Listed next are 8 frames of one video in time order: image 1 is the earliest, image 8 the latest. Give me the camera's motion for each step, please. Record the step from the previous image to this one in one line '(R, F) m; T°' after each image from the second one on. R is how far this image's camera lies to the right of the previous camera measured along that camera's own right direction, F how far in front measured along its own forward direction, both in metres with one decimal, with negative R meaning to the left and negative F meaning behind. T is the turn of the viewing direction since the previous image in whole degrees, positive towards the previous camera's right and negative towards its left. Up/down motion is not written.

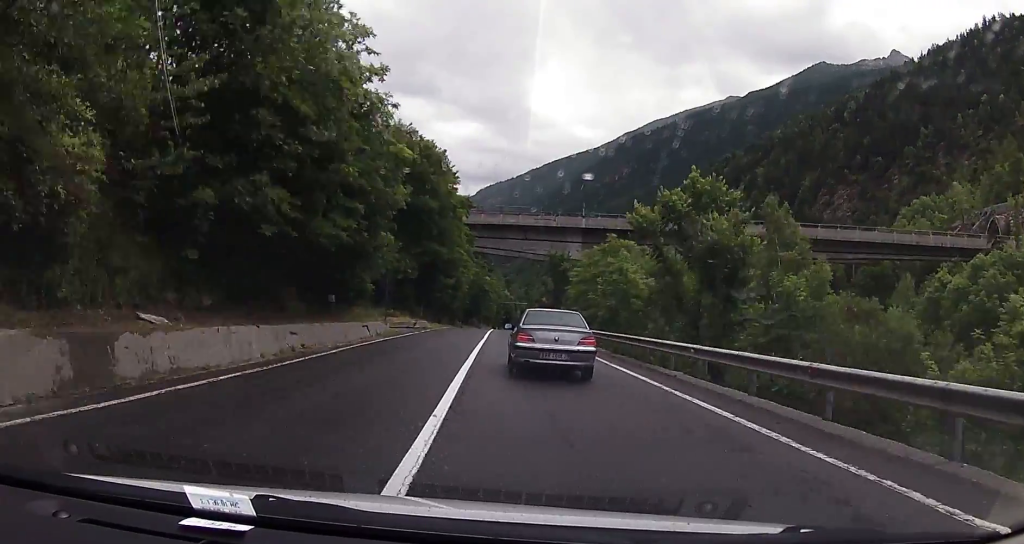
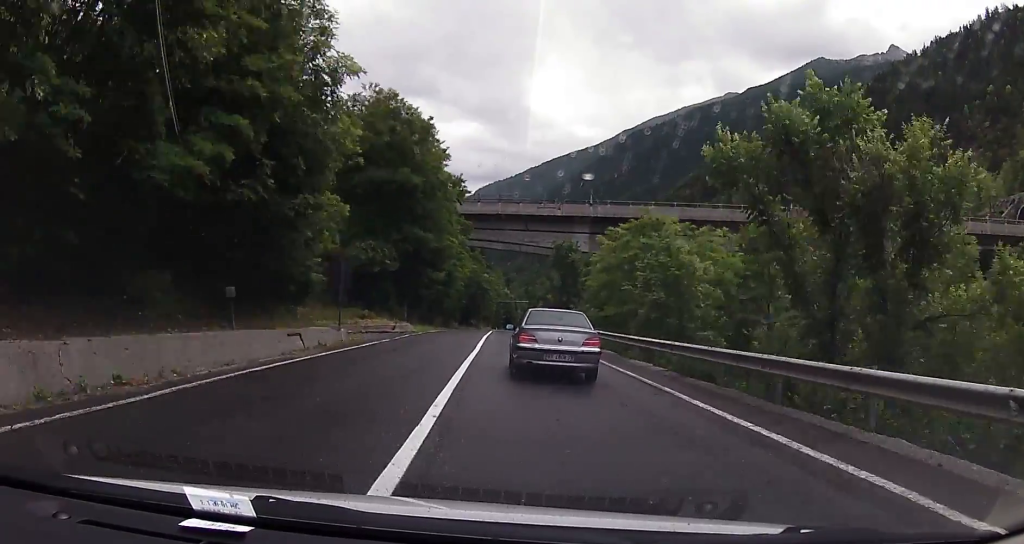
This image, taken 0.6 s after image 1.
(+0.2, +10.6) m; +1°
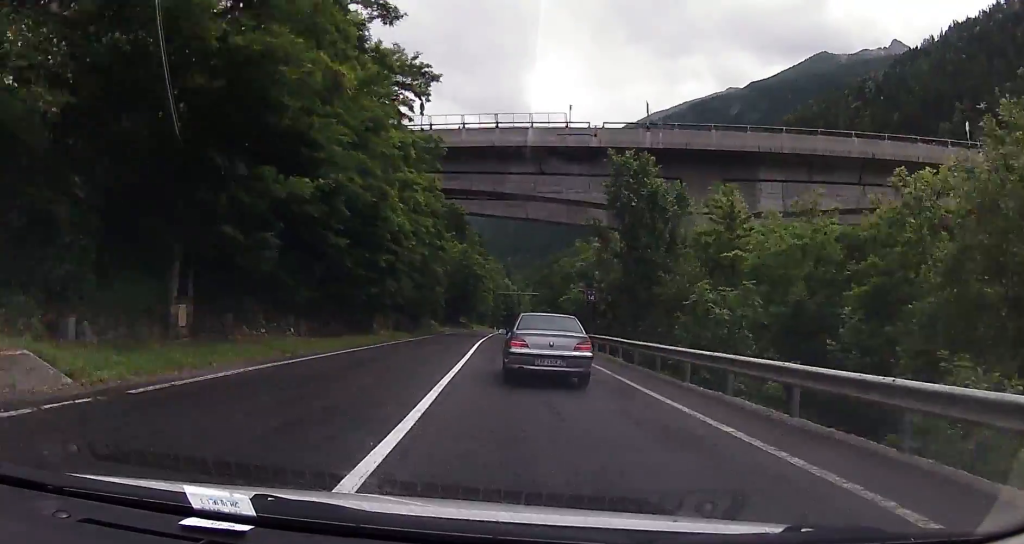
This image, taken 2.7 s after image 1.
(+0.2, +37.6) m; 0°
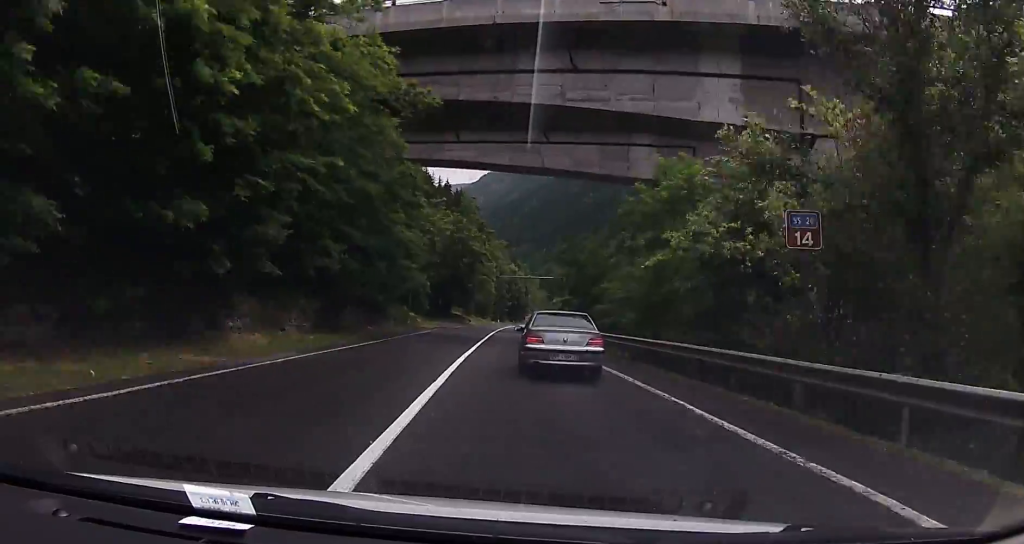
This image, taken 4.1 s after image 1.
(-0.5, +23.7) m; -2°
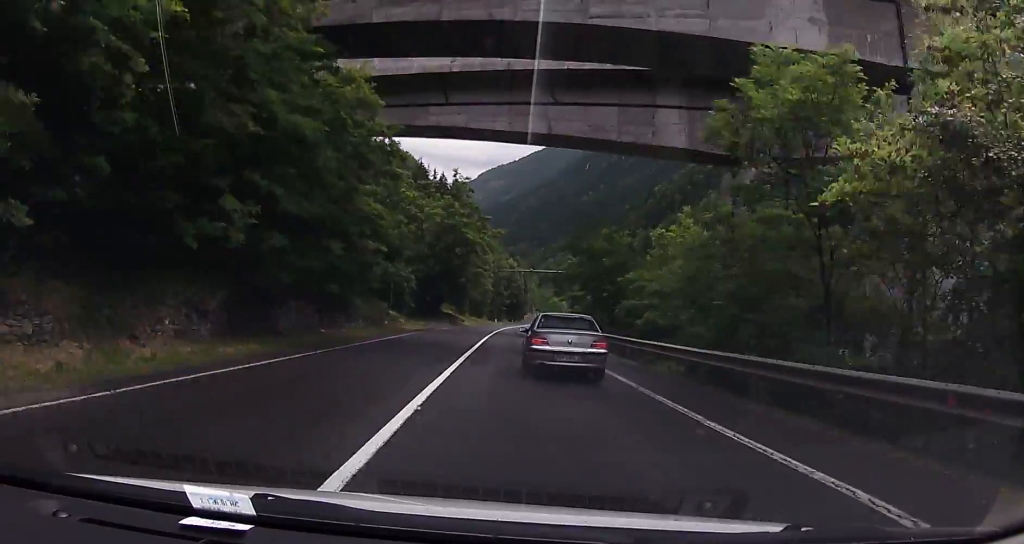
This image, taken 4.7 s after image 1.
(-0.2, +10.3) m; +1°
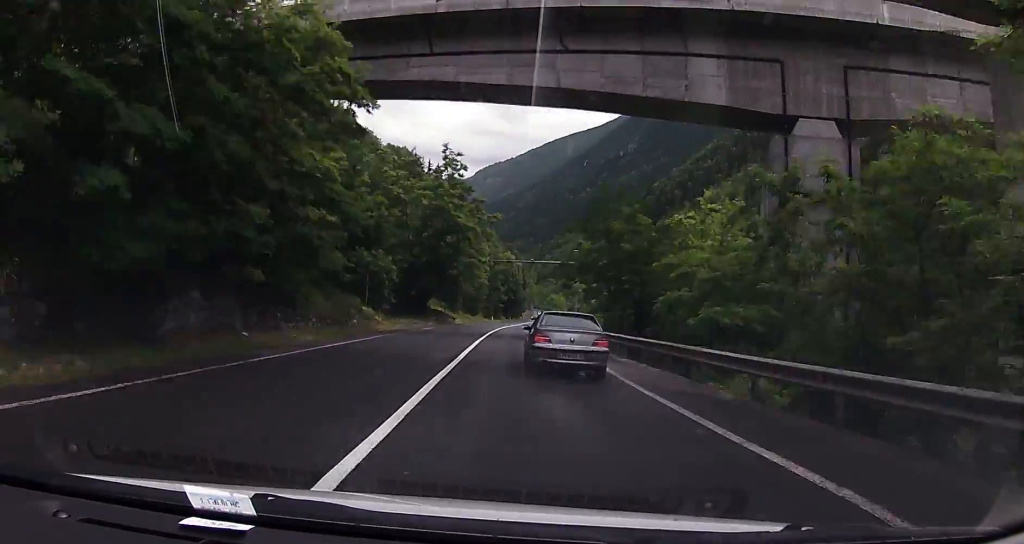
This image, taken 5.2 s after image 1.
(+0.1, +9.3) m; +1°
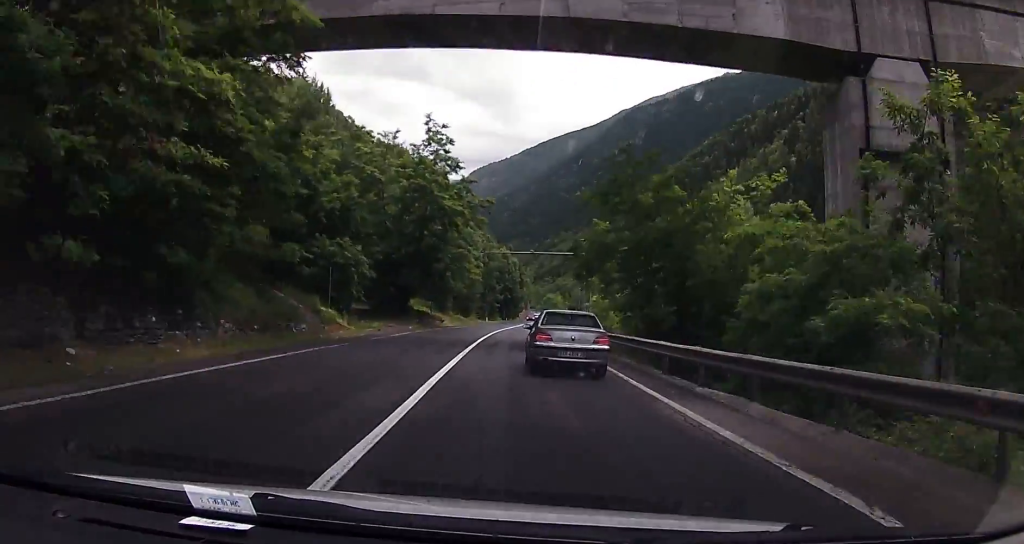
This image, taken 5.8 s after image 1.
(+0.2, +9.5) m; +2°
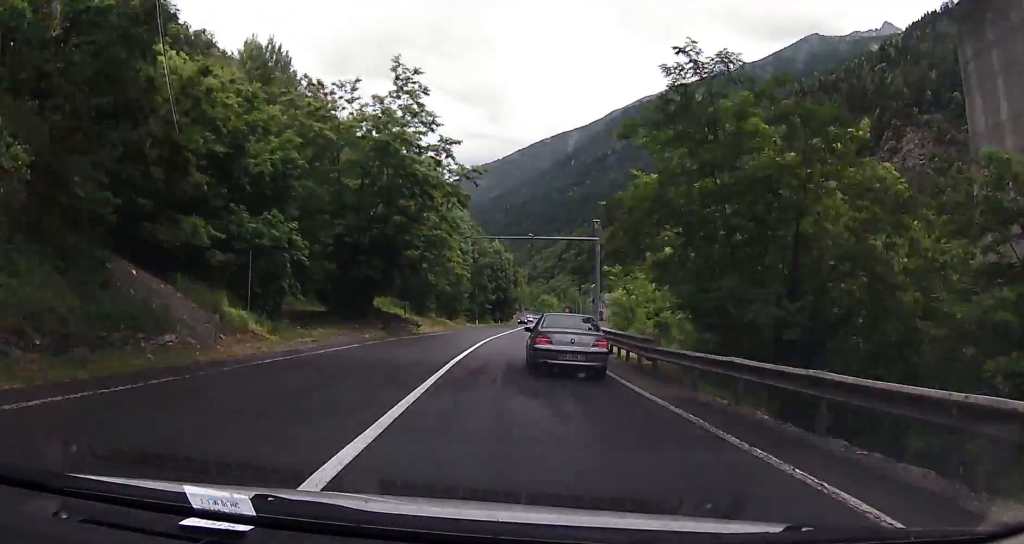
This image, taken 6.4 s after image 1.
(+0.2, +12.1) m; +1°
